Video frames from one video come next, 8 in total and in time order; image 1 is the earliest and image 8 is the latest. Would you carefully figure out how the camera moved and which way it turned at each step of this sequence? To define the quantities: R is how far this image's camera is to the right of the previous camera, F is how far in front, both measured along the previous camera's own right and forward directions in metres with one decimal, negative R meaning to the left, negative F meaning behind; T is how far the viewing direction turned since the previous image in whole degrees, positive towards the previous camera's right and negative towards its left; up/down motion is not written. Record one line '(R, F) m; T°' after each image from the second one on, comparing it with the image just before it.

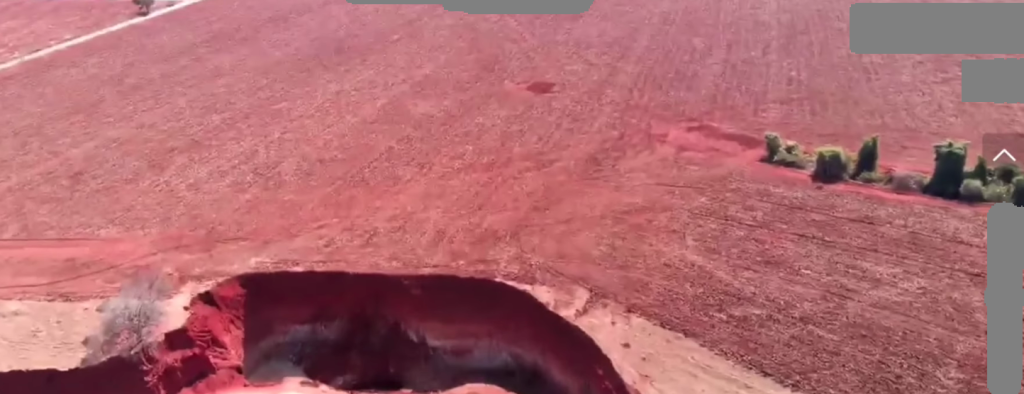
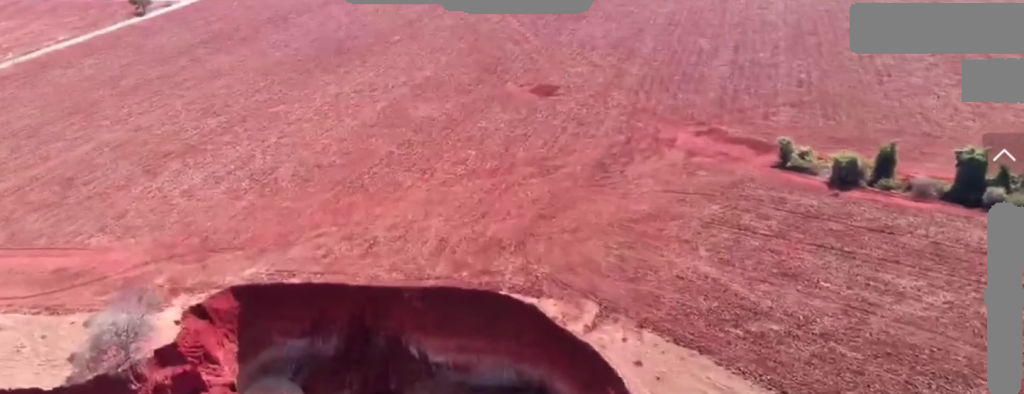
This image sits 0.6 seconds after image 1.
(0.0, +7.1) m; 0°
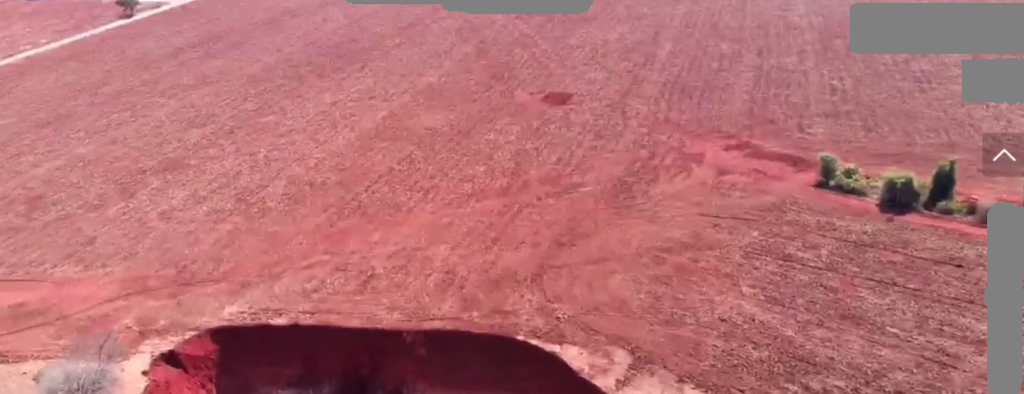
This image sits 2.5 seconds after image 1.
(+0.1, +23.6) m; 0°
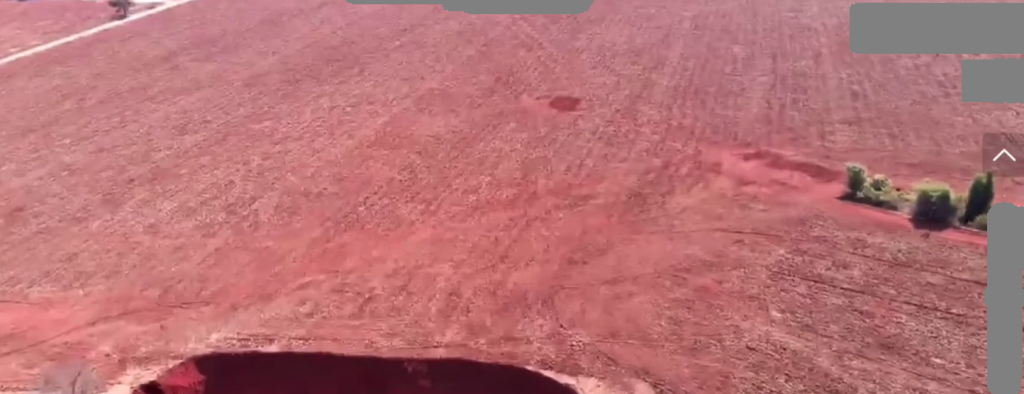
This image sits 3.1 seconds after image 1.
(0.0, +8.3) m; 0°
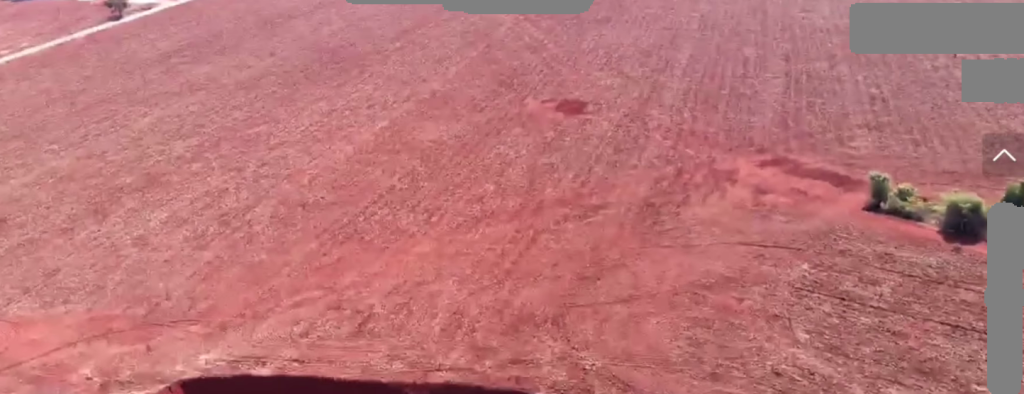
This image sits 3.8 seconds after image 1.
(0.0, +7.8) m; 0°
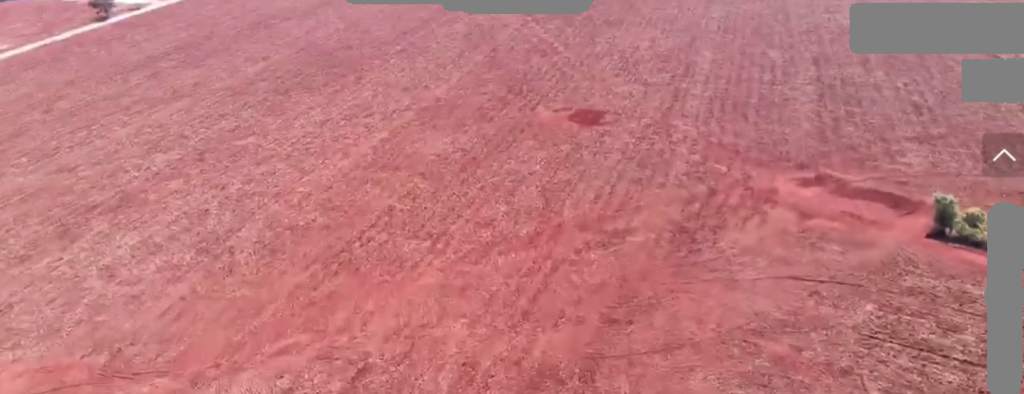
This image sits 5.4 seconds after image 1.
(0.0, +19.6) m; 0°
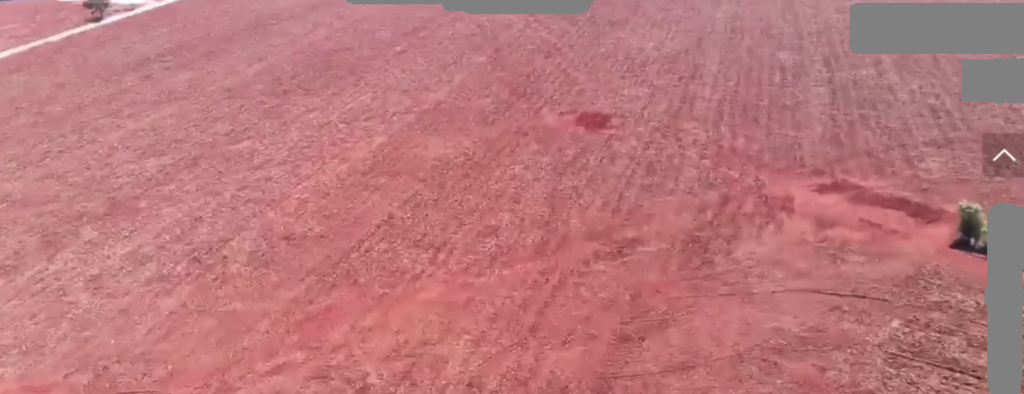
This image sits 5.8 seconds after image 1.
(0.0, +5.8) m; 0°
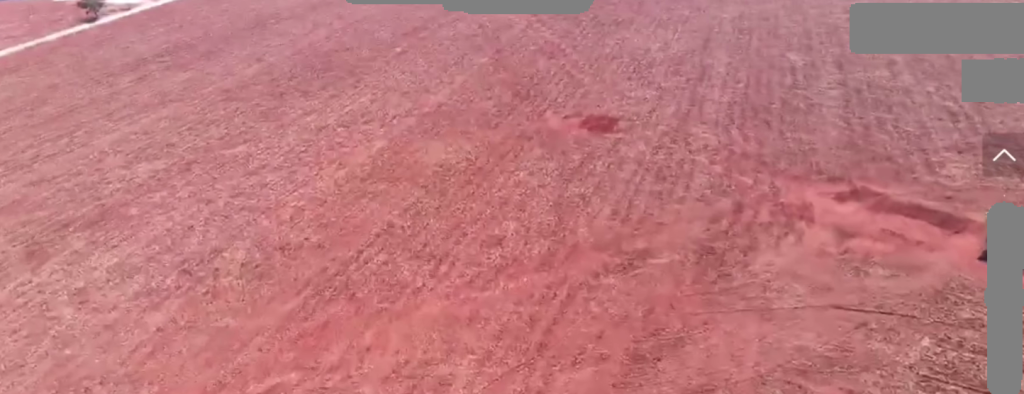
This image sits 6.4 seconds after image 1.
(0.0, +7.5) m; 0°
